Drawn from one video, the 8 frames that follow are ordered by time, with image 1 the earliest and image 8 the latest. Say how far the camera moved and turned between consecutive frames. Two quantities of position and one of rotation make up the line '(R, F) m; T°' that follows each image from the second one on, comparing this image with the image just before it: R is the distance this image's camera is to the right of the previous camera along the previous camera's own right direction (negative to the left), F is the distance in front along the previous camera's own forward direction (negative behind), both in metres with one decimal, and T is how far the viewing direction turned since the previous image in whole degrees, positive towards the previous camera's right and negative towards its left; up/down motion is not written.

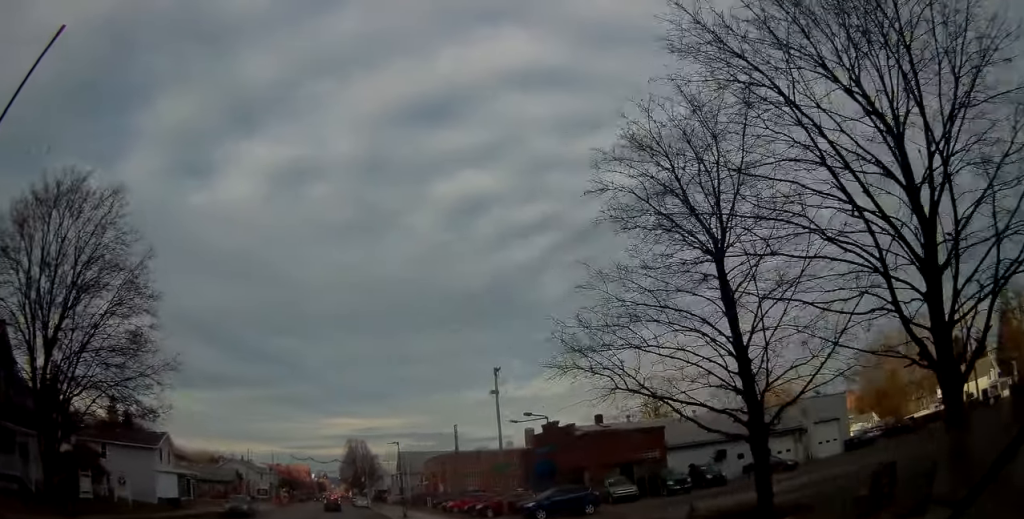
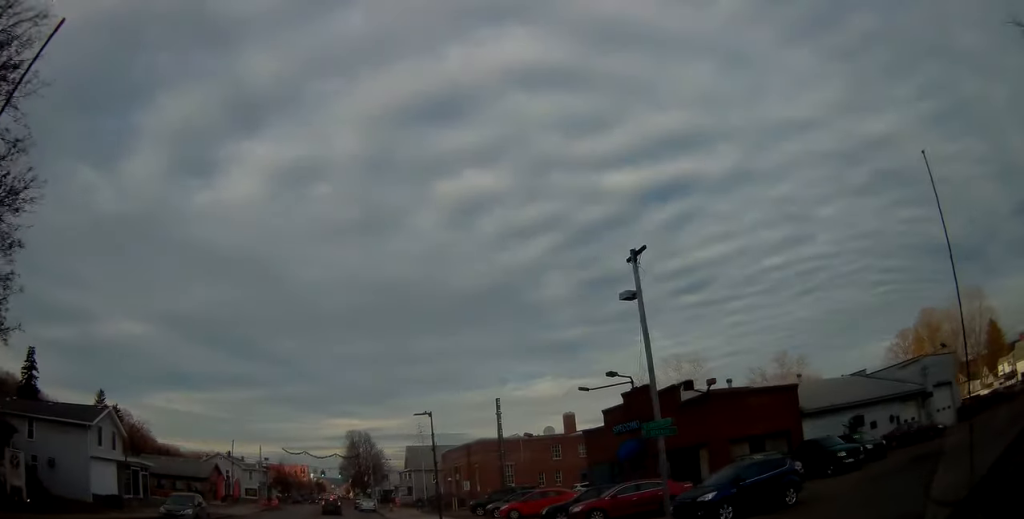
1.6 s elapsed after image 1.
(0.0, +14.8) m; 0°
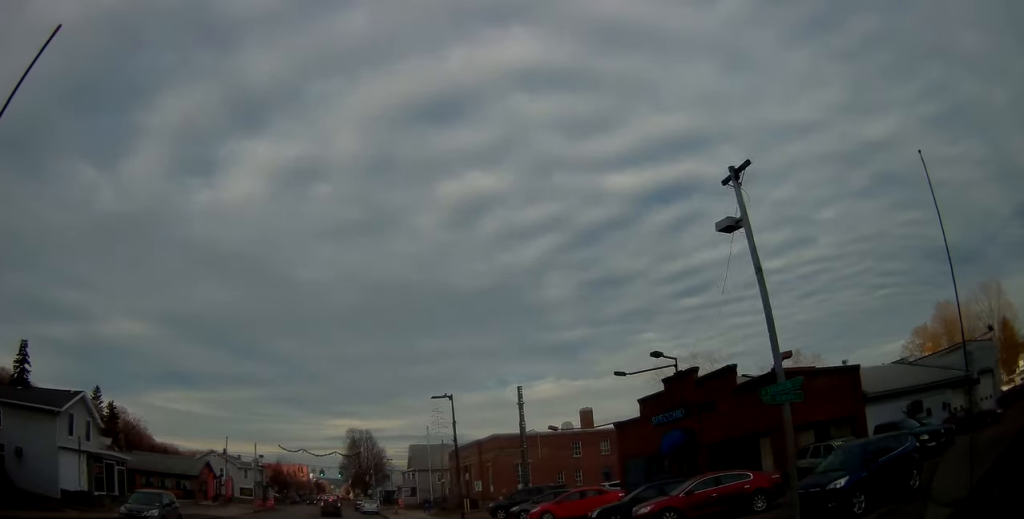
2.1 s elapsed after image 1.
(-0.1, +4.9) m; 0°
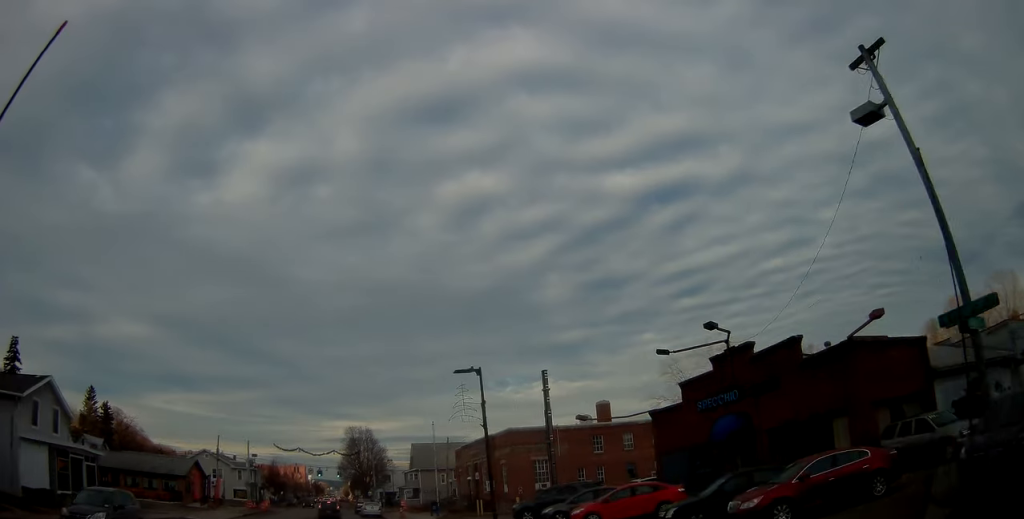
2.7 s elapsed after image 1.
(-0.1, +4.9) m; +1°
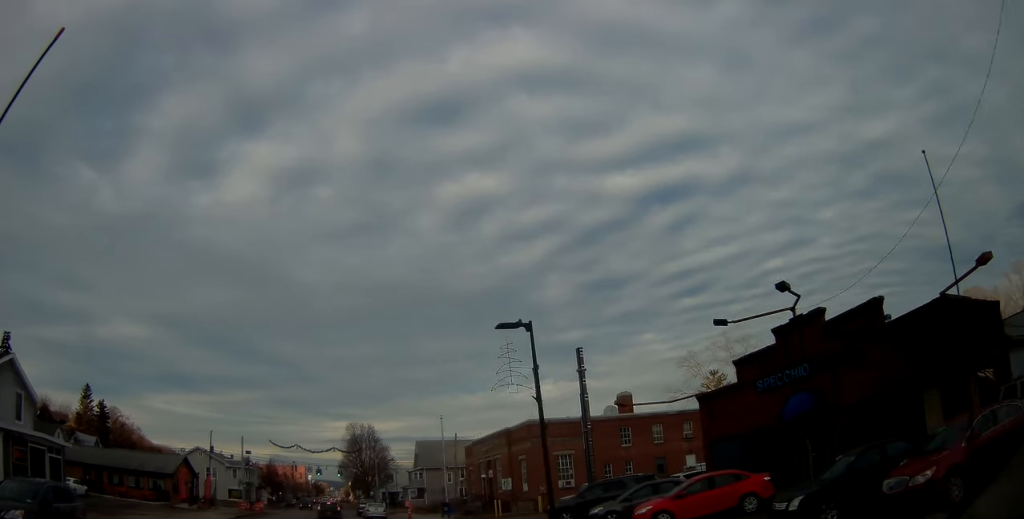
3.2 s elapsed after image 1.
(+0.2, +4.6) m; +1°
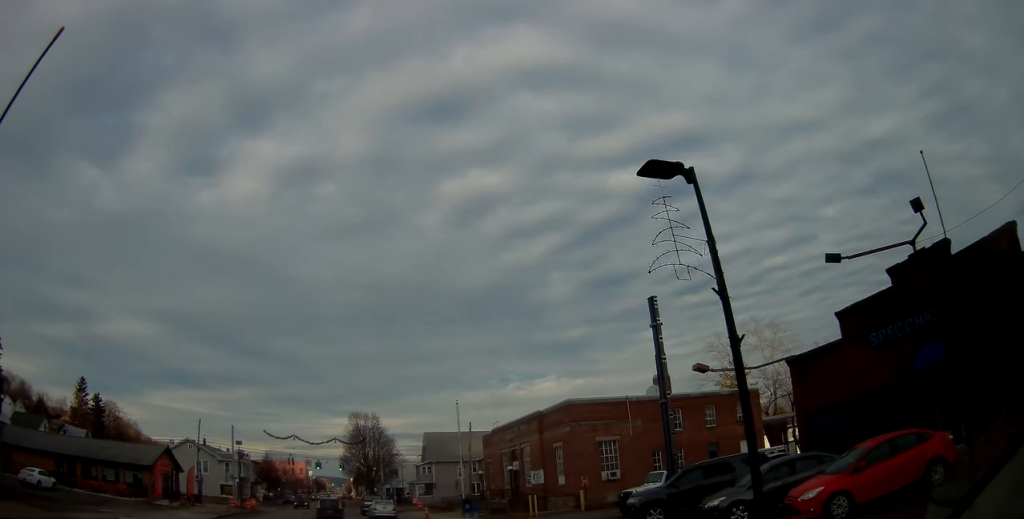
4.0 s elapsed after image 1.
(+0.1, +6.5) m; -1°
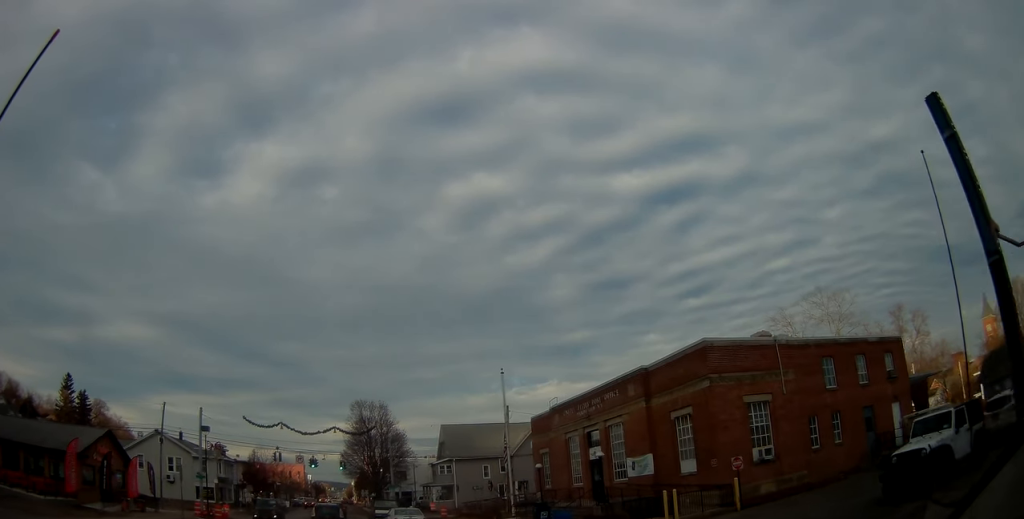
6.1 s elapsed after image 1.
(-0.7, +13.3) m; -4°
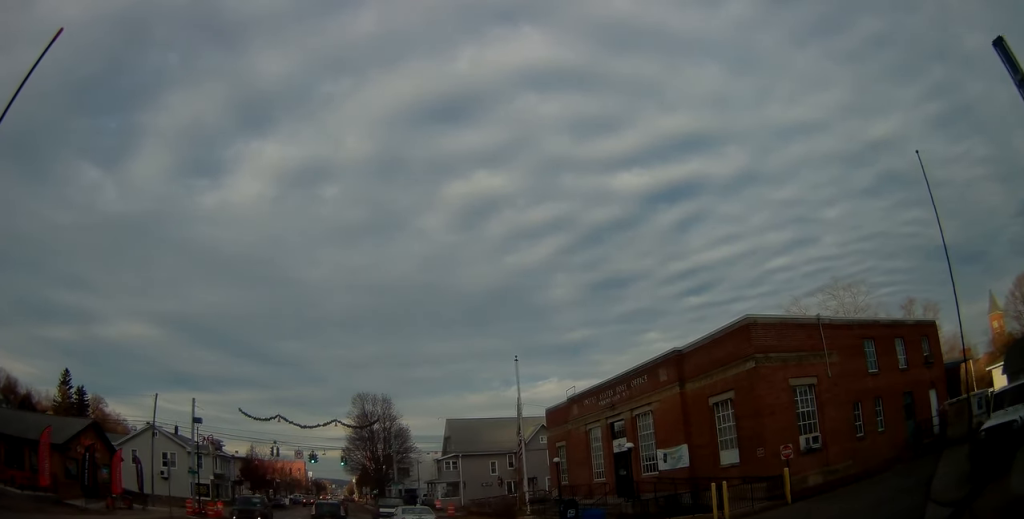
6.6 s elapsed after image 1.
(0.0, +2.7) m; 0°
